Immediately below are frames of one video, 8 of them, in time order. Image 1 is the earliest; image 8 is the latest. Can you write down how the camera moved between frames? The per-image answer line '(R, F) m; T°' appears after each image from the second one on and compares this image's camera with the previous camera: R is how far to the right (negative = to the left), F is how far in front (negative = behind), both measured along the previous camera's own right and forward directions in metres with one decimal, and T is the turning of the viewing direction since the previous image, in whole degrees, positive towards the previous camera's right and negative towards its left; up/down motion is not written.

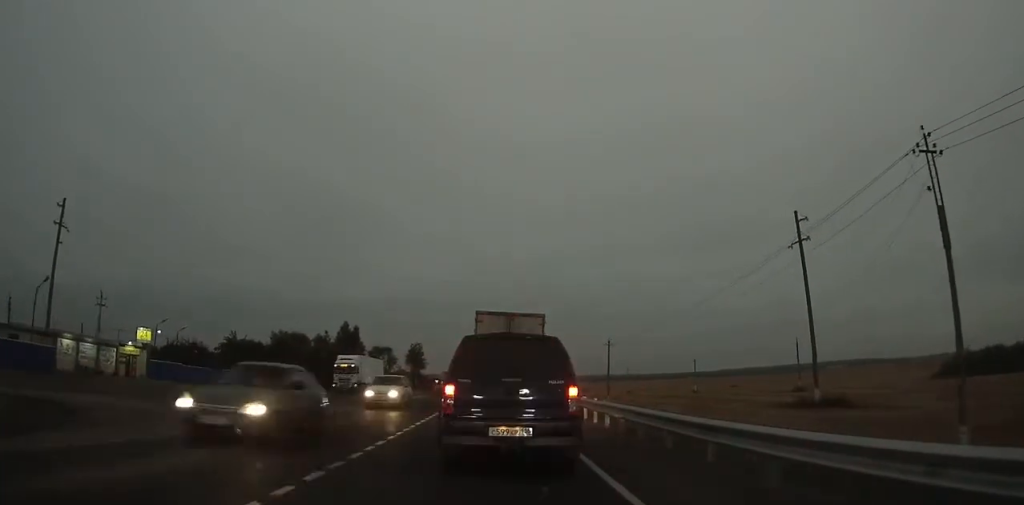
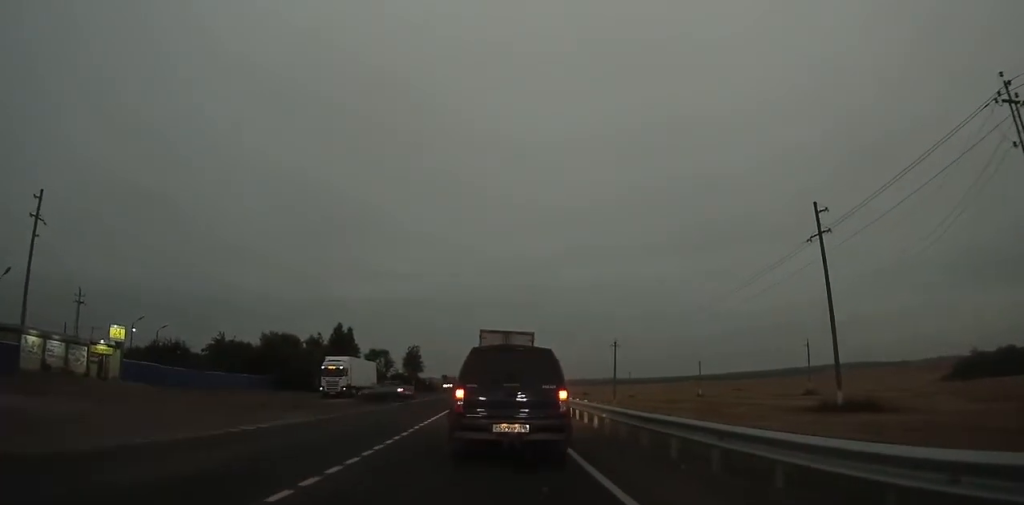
(+0.3, +6.3) m; +1°
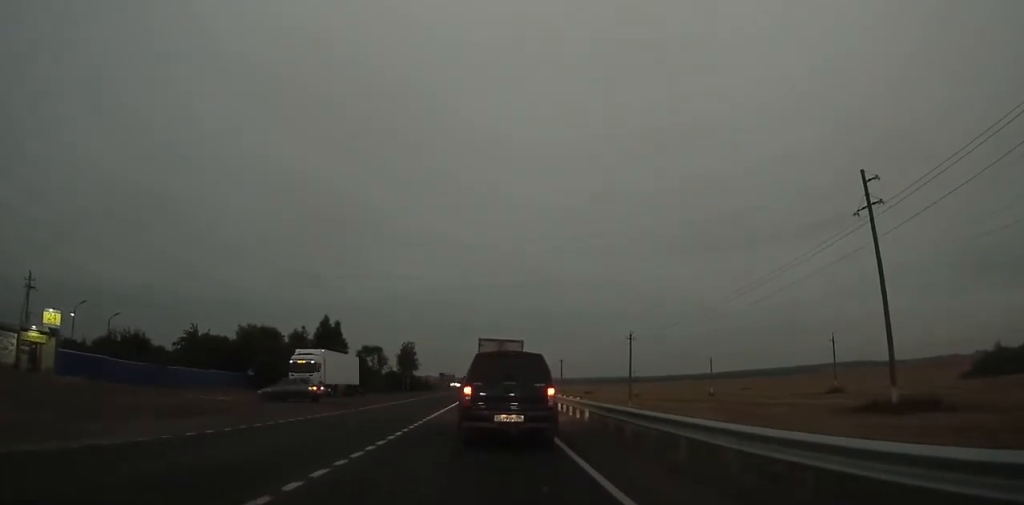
(0.0, +8.8) m; 0°
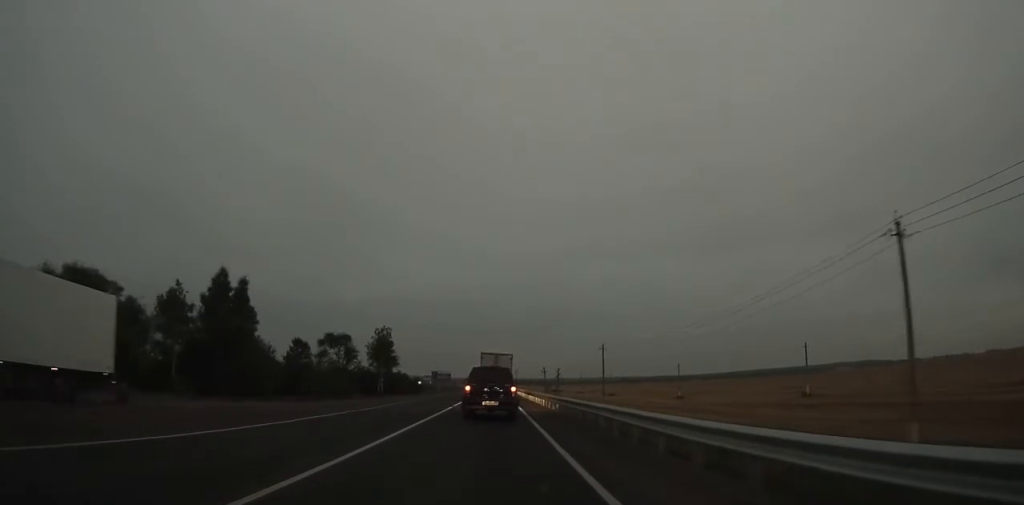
(-0.5, +42.2) m; -1°
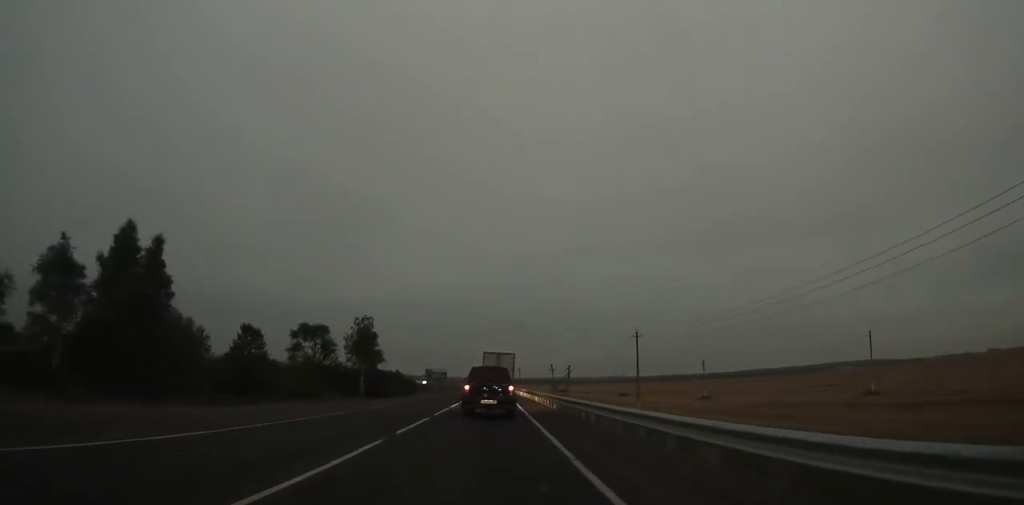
(0.0, +17.0) m; 0°
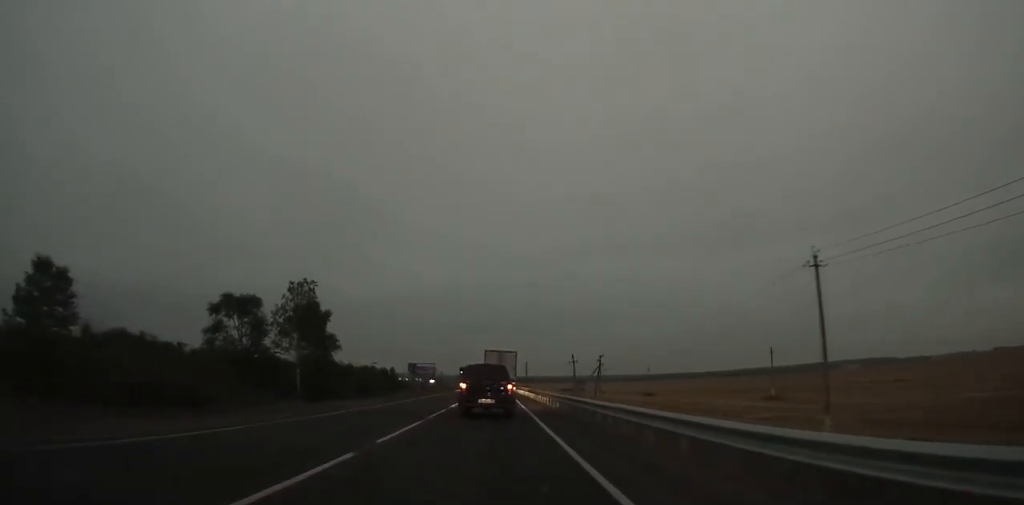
(0.0, +32.9) m; 0°
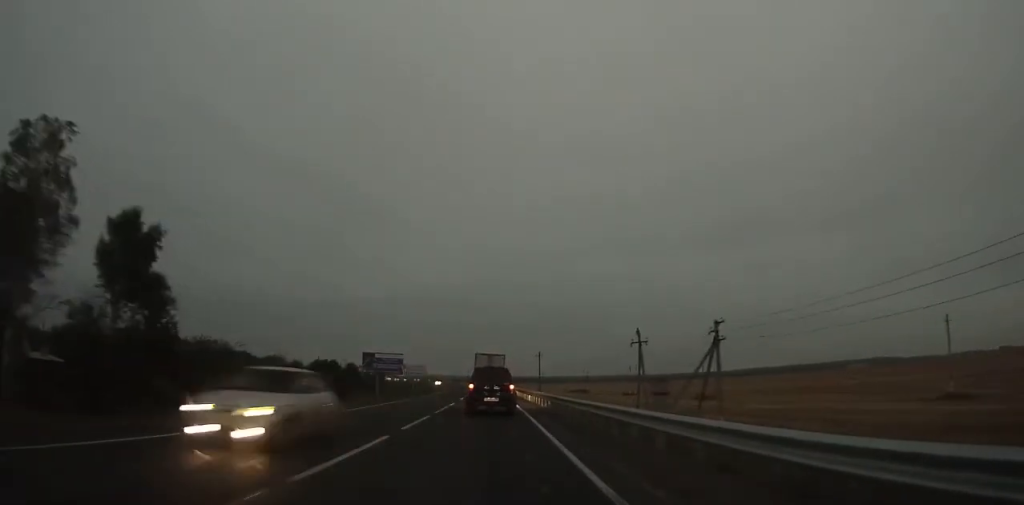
(-0.3, +46.4) m; -1°
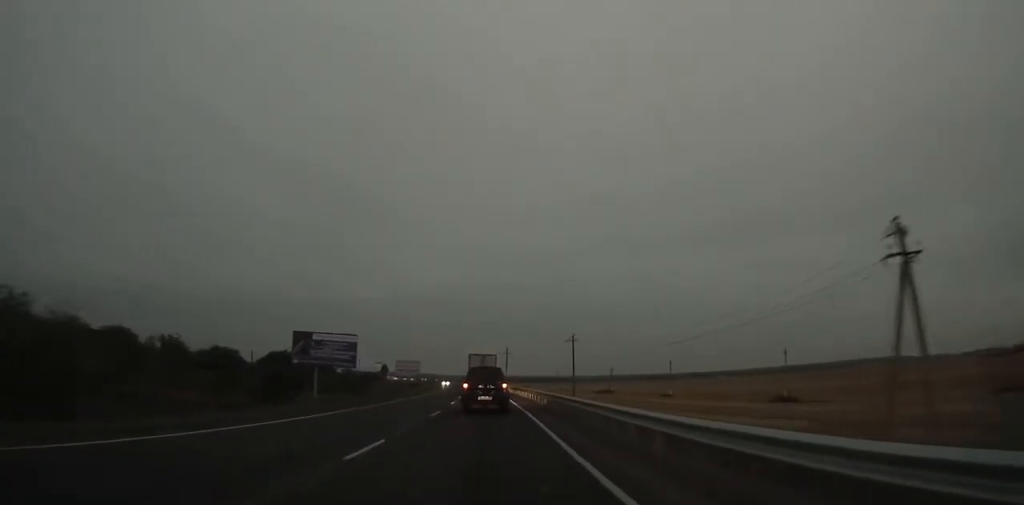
(-0.2, +34.2) m; -1°
